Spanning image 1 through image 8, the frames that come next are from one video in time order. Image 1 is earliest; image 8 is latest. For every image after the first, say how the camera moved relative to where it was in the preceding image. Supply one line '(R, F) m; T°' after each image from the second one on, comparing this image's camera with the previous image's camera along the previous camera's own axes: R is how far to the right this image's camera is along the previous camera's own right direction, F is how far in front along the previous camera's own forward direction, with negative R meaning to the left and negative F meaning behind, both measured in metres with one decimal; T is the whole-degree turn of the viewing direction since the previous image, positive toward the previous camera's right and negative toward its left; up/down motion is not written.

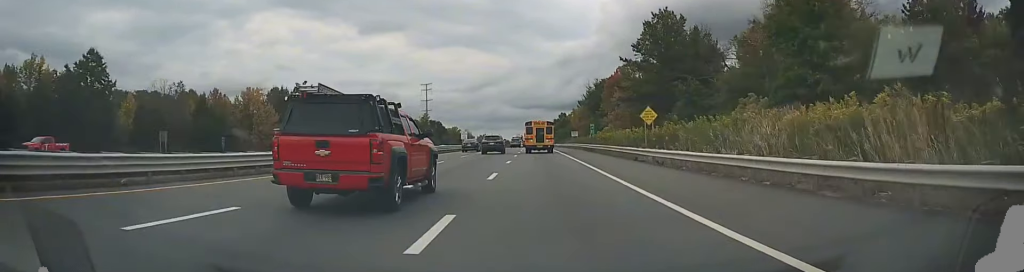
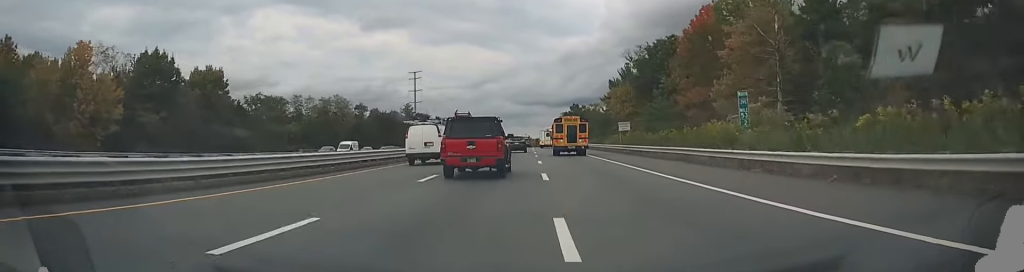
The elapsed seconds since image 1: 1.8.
(-0.3, +52.1) m; -1°
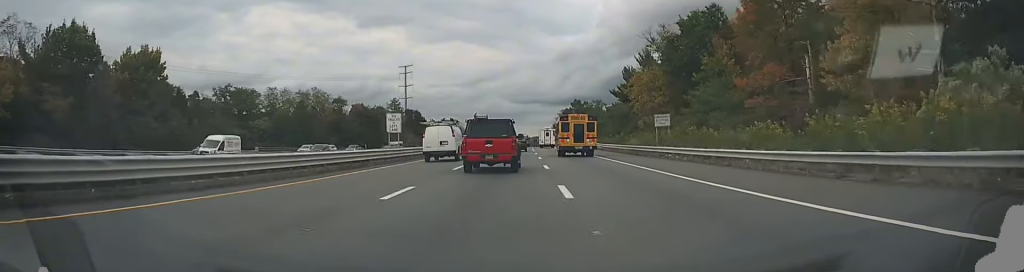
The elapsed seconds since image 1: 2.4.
(-0.1, +21.5) m; 0°
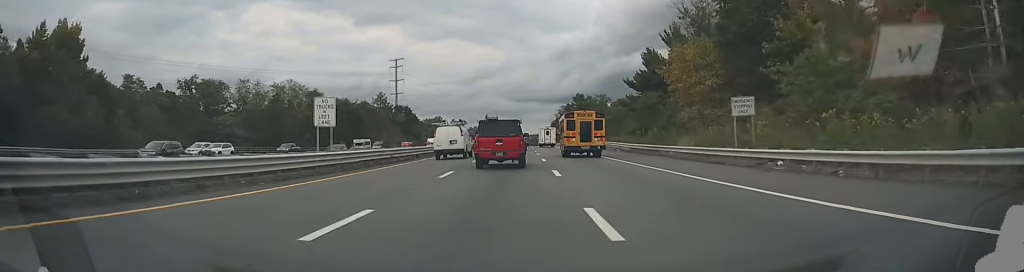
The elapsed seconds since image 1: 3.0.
(0.0, +19.5) m; 0°
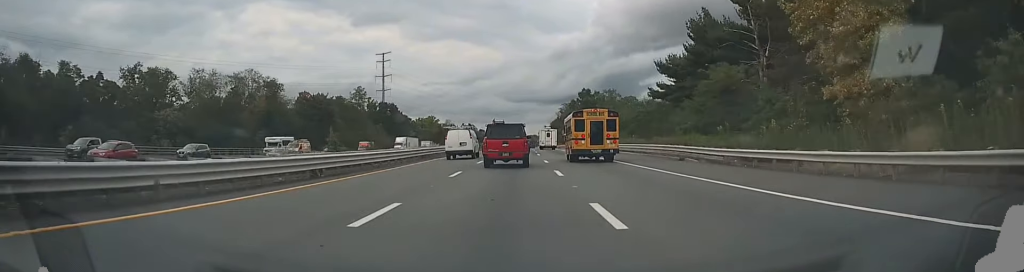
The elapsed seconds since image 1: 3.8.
(-0.1, +24.4) m; 0°
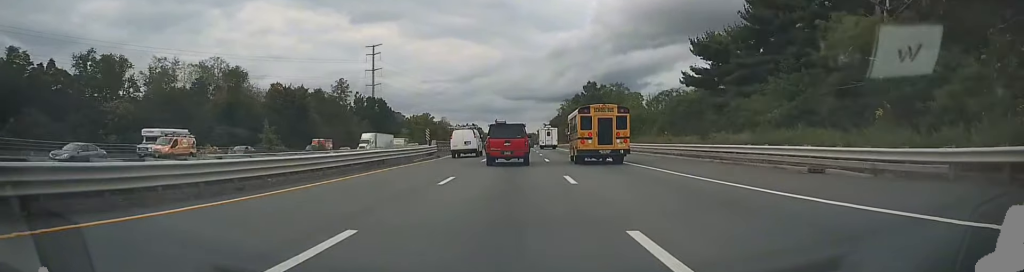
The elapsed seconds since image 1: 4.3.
(+0.2, +15.5) m; +1°
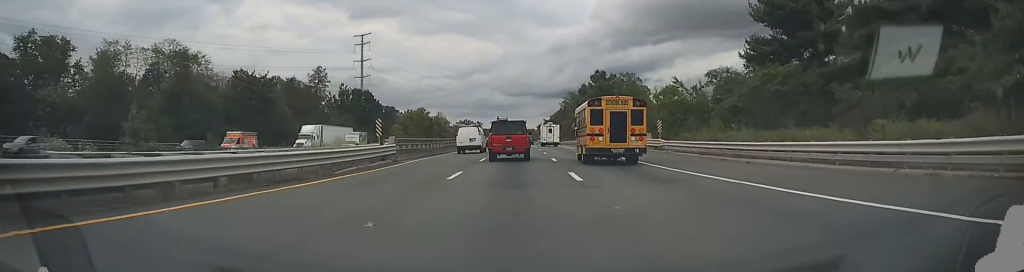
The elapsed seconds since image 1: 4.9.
(+0.1, +16.5) m; 0°
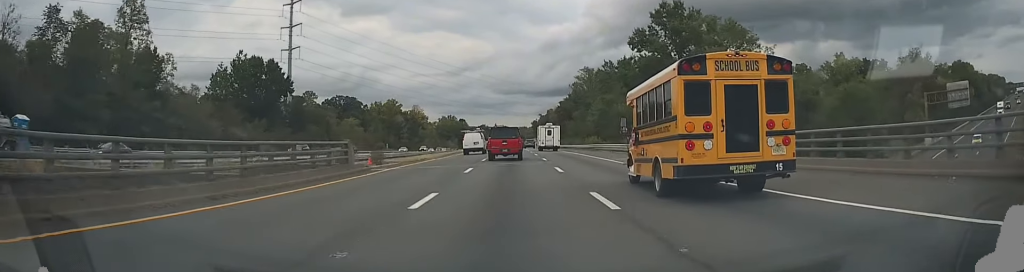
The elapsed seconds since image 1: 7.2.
(+0.1, +64.2) m; 0°
